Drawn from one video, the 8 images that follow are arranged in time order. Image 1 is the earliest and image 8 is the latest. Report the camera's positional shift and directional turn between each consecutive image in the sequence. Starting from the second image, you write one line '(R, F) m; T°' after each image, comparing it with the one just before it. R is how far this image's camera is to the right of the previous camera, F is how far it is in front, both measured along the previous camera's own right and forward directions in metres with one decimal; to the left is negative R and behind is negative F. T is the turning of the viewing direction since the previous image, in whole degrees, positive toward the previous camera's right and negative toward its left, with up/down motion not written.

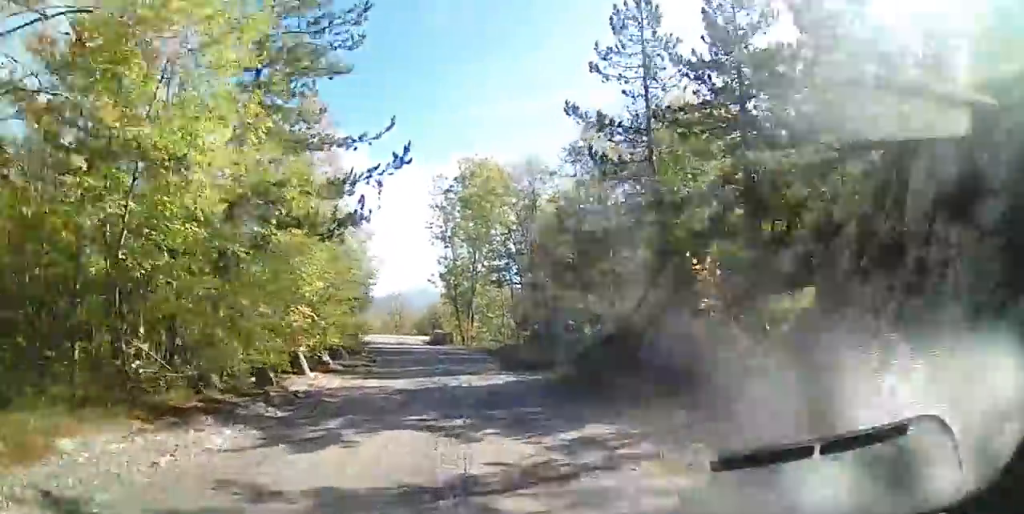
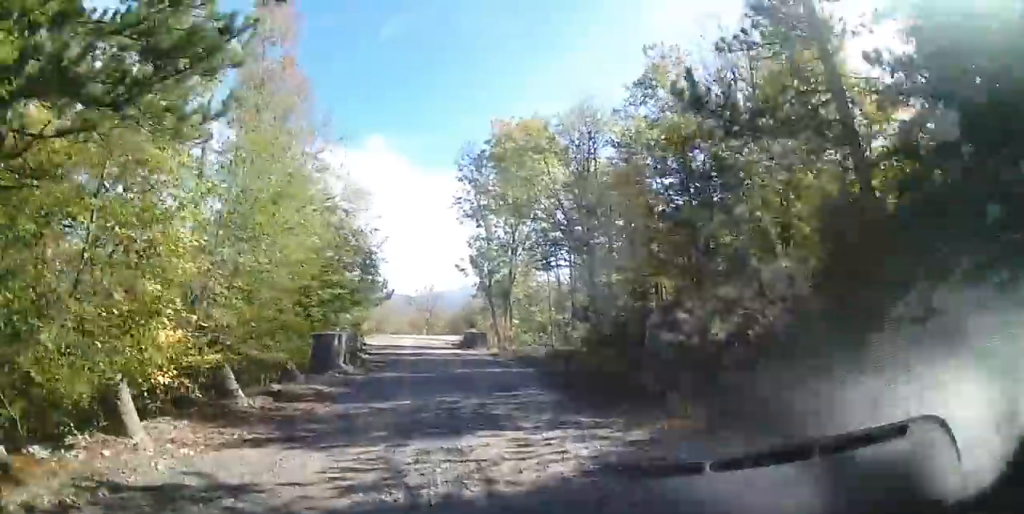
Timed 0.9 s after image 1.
(-0.4, +6.5) m; -7°
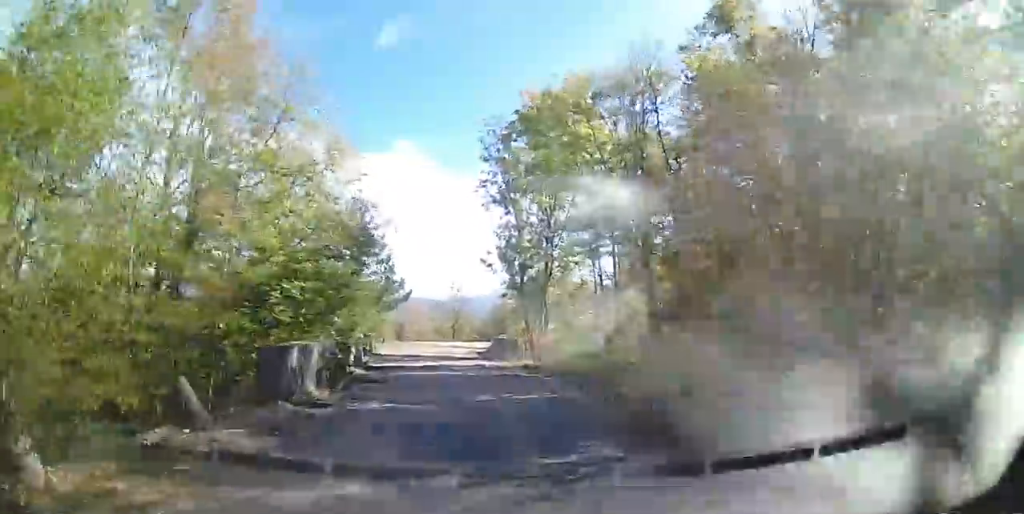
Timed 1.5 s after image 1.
(-0.1, +4.4) m; -5°
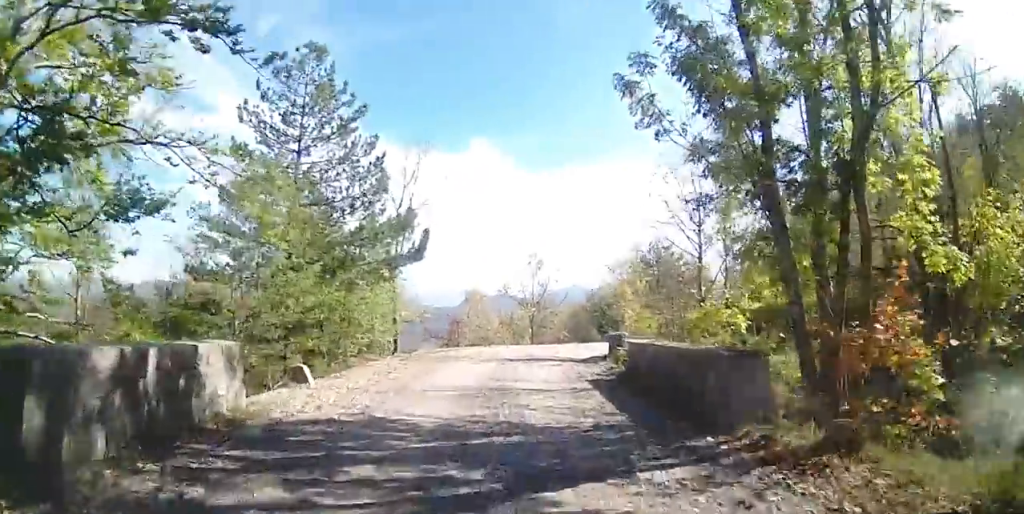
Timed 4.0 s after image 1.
(-0.3, +18.3) m; +5°
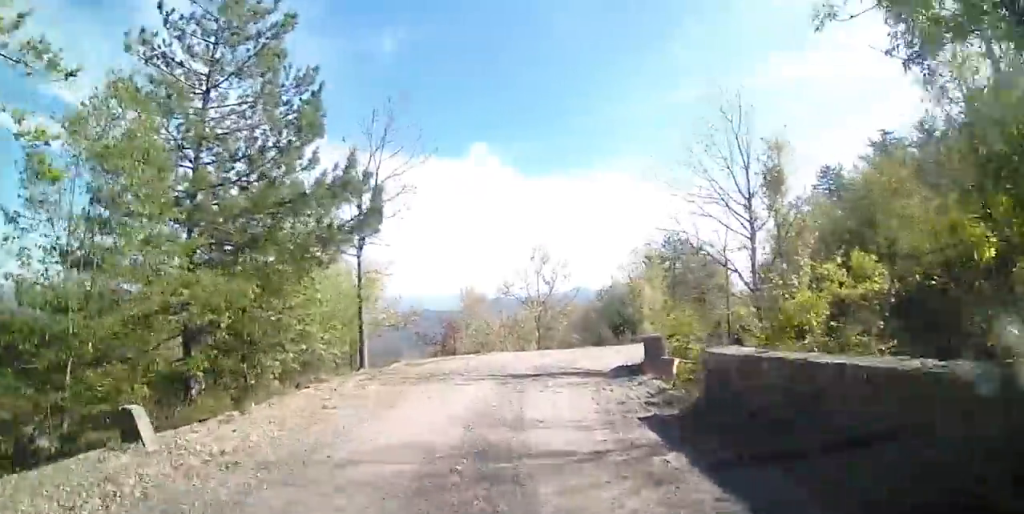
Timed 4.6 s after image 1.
(+0.5, +4.8) m; +1°
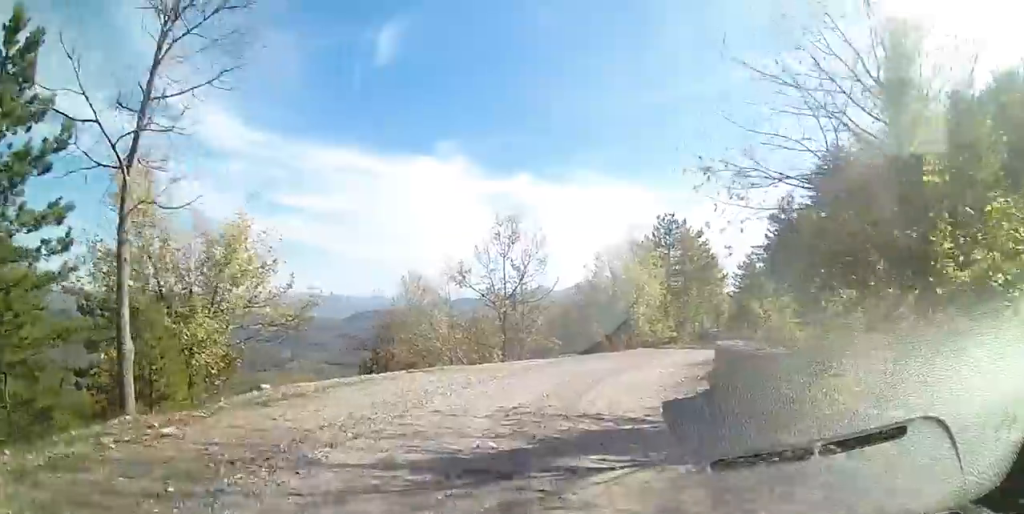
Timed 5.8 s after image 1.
(-0.5, +8.5) m; +3°
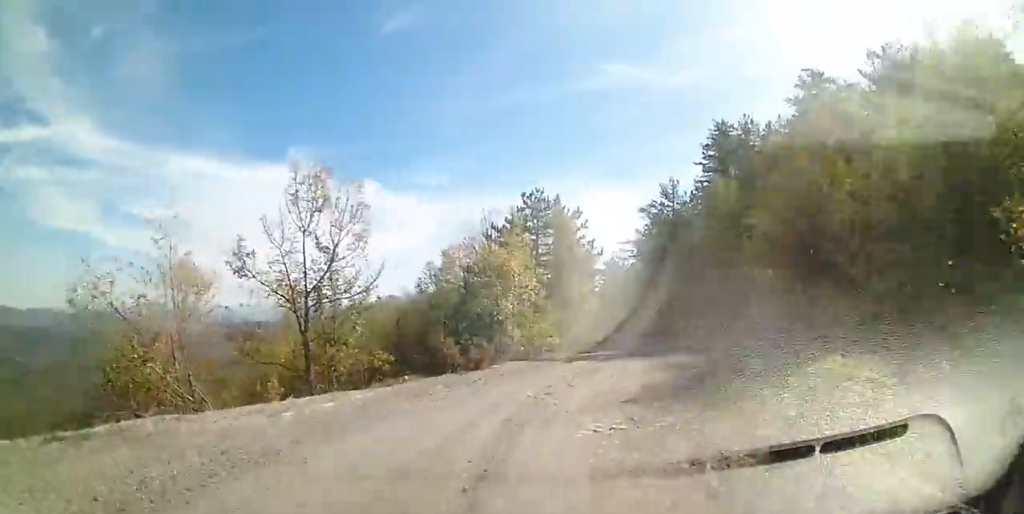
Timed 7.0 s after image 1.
(+0.8, +8.8) m; +7°
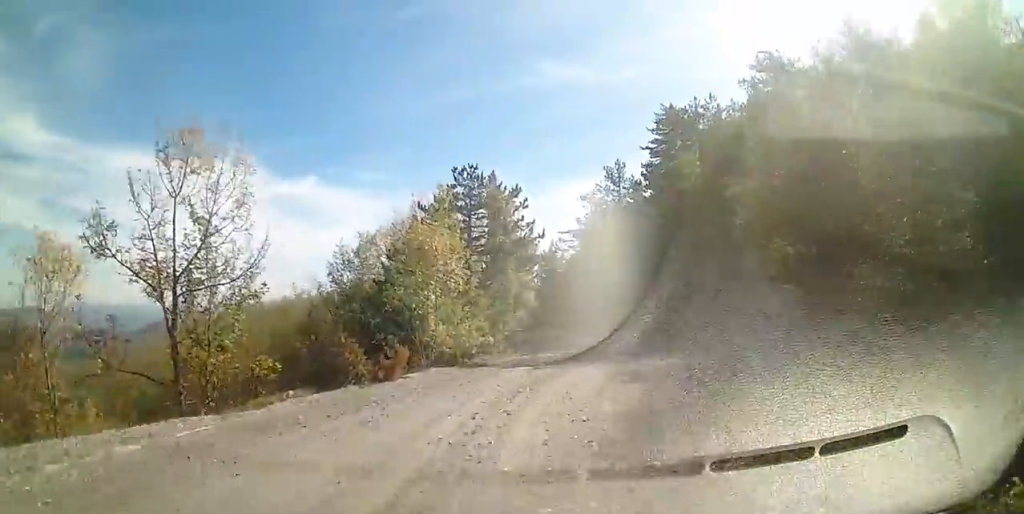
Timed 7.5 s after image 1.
(-0.2, +3.7) m; +2°
